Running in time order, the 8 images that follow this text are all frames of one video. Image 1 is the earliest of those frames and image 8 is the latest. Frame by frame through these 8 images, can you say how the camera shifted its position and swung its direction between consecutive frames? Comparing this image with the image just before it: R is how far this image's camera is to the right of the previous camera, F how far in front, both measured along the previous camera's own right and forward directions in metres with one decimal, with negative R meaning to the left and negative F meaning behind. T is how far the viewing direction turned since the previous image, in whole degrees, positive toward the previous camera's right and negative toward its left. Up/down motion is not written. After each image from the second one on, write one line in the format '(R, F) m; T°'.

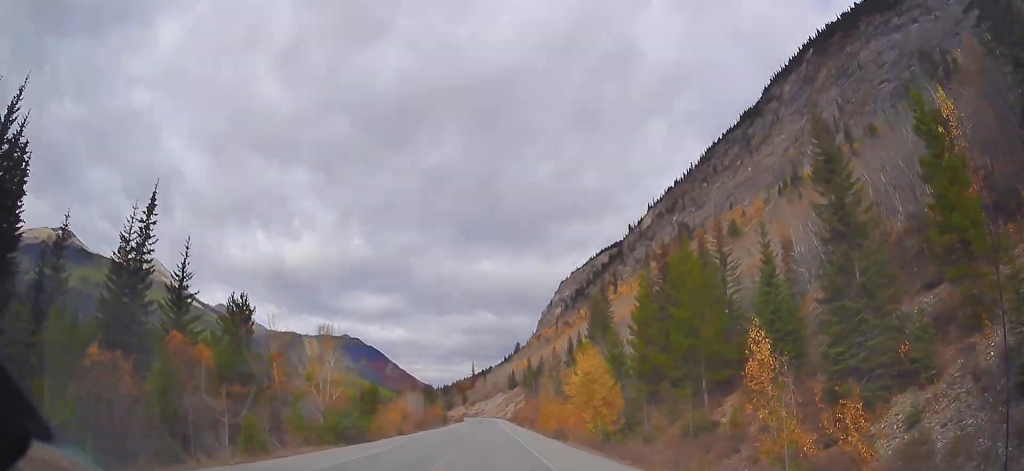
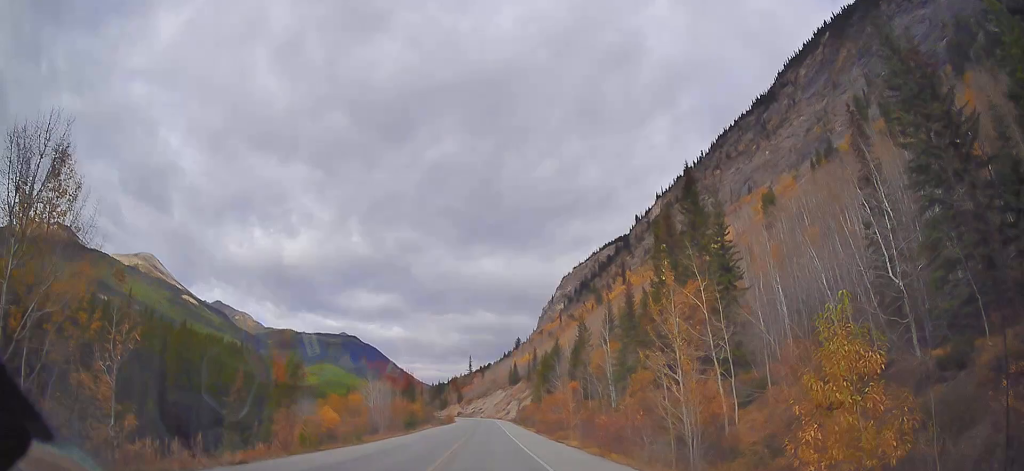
(+0.7, +43.6) m; +1°
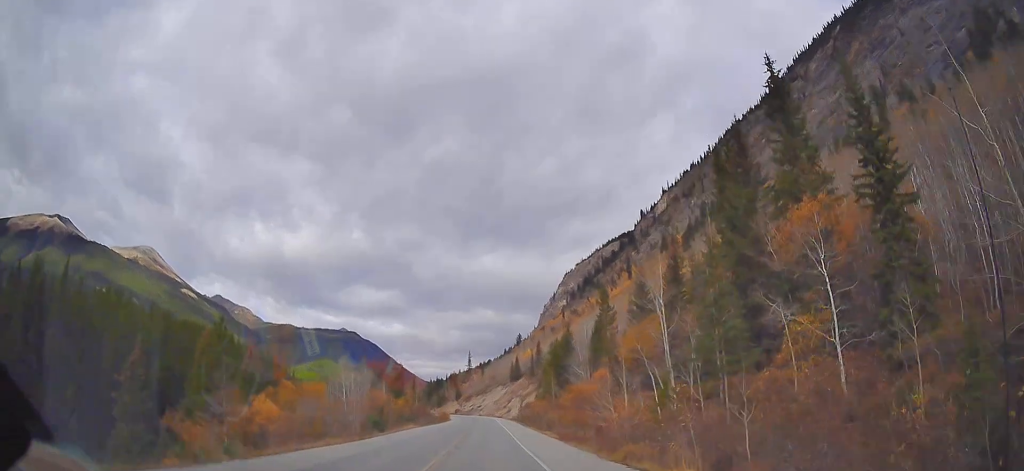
(0.0, +18.1) m; 0°
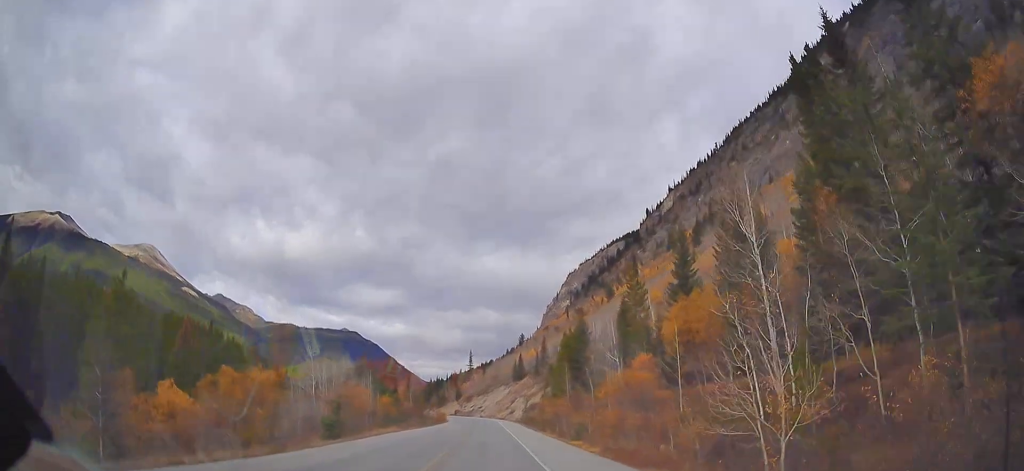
(-0.1, +14.5) m; 0°
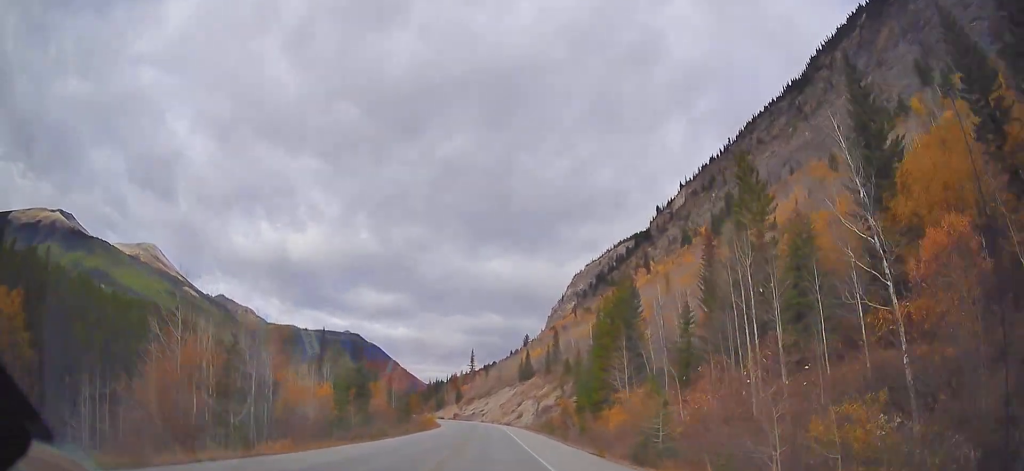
(0.0, +30.6) m; 0°
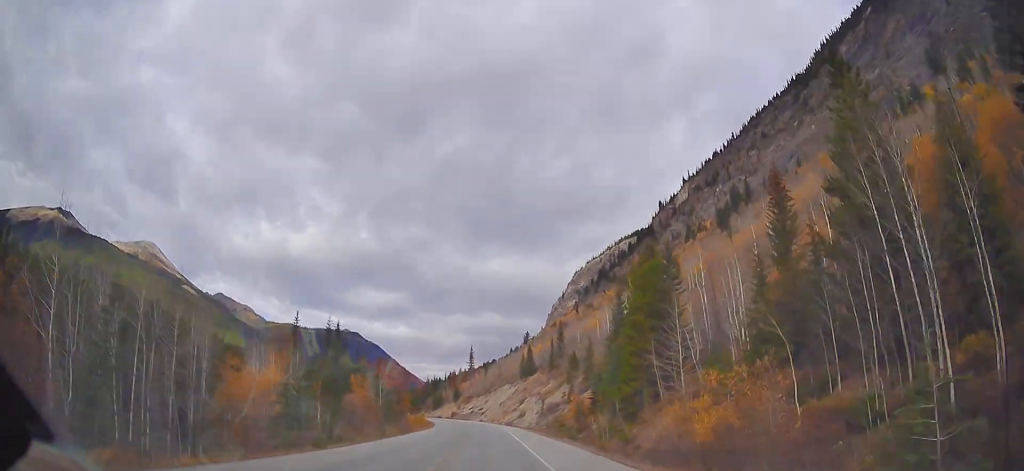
(0.0, +13.4) m; 0°
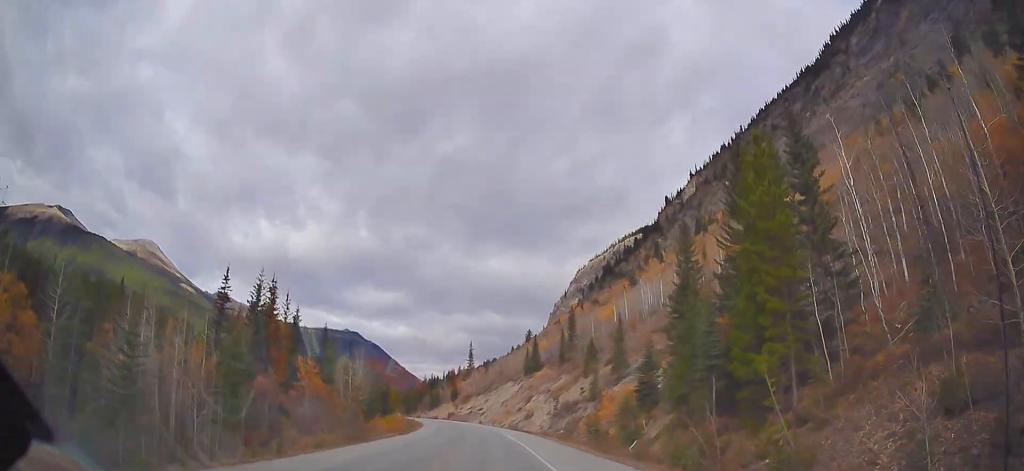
(+0.1, +22.7) m; 0°
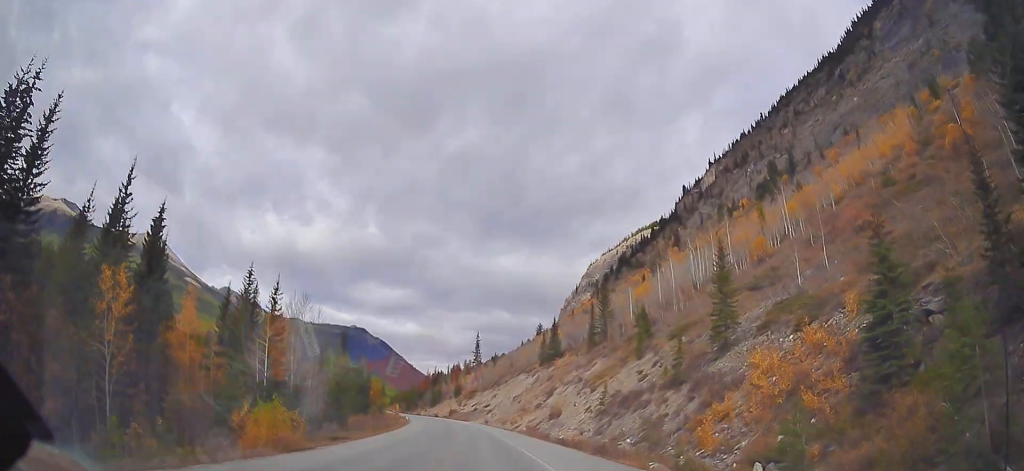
(-0.3, +32.9) m; -1°
